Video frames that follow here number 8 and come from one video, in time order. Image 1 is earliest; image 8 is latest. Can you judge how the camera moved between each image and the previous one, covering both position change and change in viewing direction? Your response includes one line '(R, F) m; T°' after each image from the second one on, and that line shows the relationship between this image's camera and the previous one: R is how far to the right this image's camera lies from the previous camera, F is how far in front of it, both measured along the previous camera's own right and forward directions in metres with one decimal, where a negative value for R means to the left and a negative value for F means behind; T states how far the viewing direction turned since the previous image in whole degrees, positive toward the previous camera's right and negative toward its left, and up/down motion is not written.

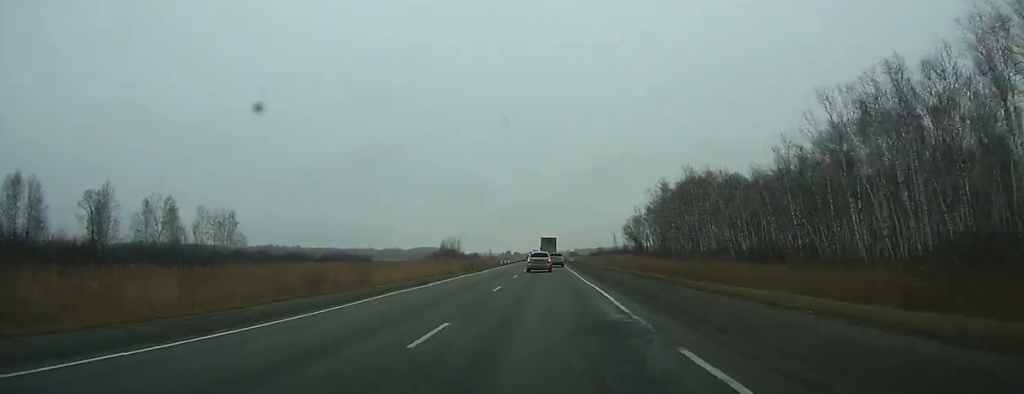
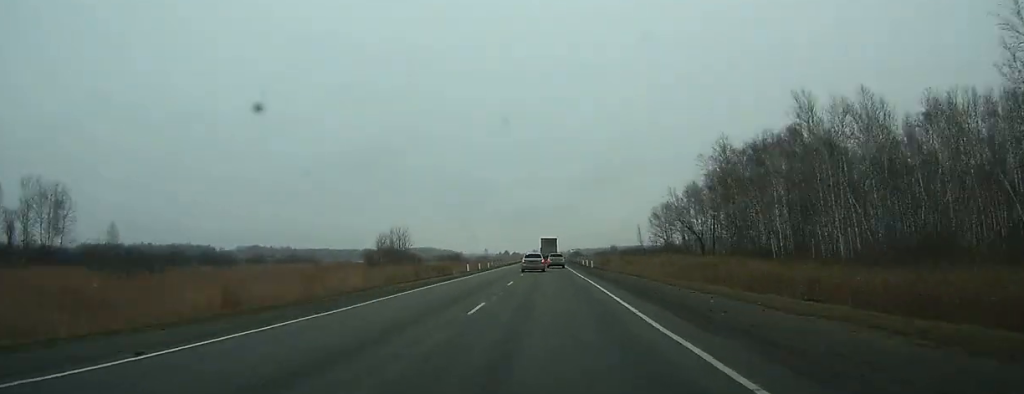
(-0.1, +44.1) m; 0°
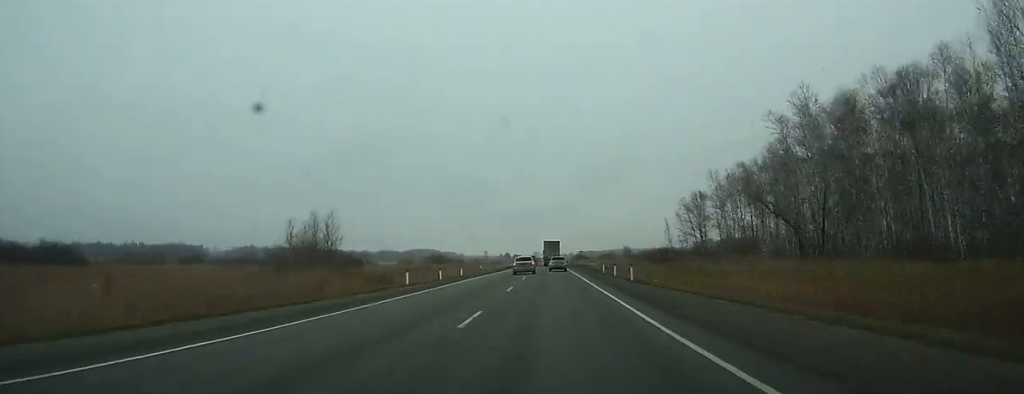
(-0.1, +26.6) m; 0°
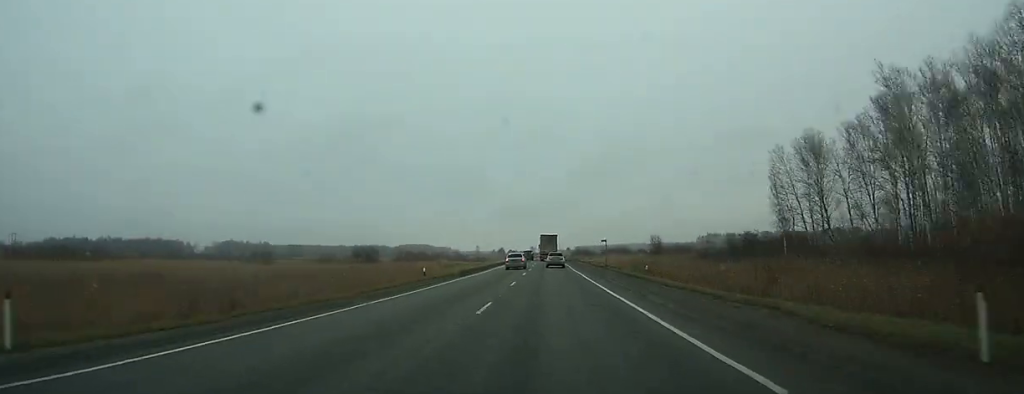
(0.0, +45.6) m; 0°
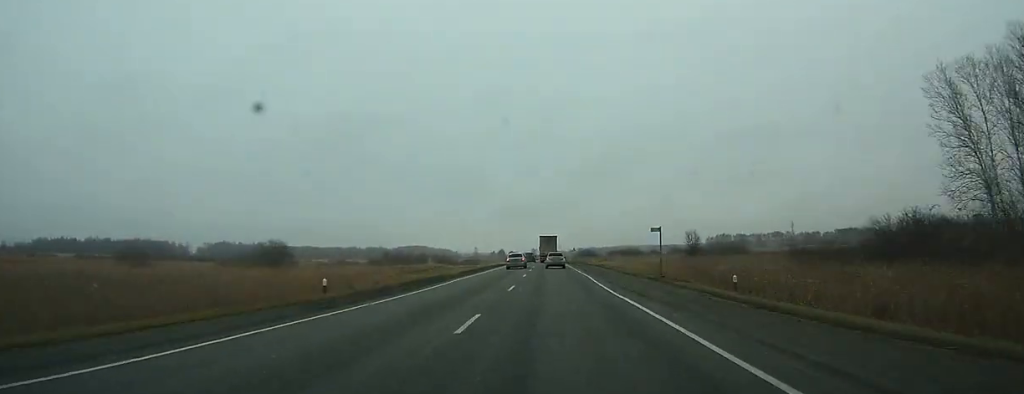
(0.0, +26.8) m; 0°
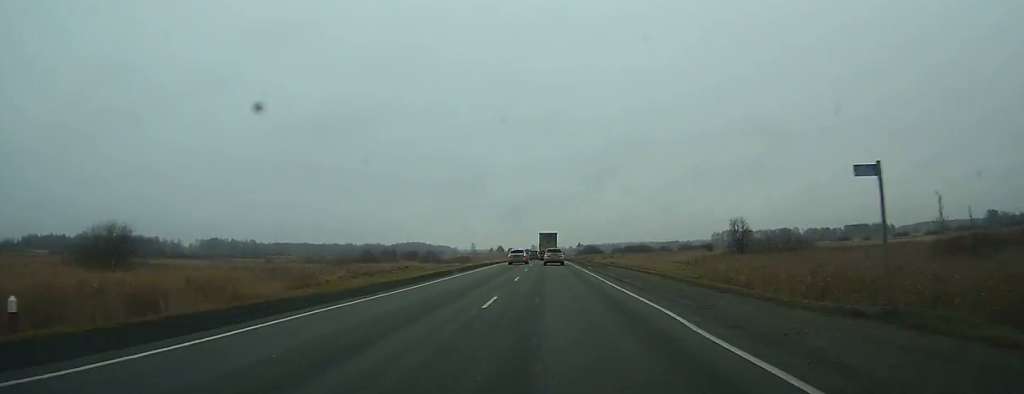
(0.0, +20.6) m; 0°
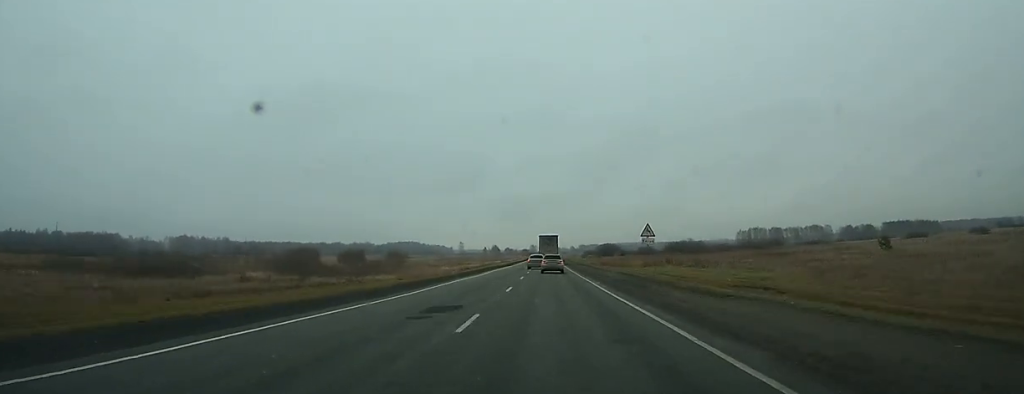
(+0.1, +74.7) m; 0°
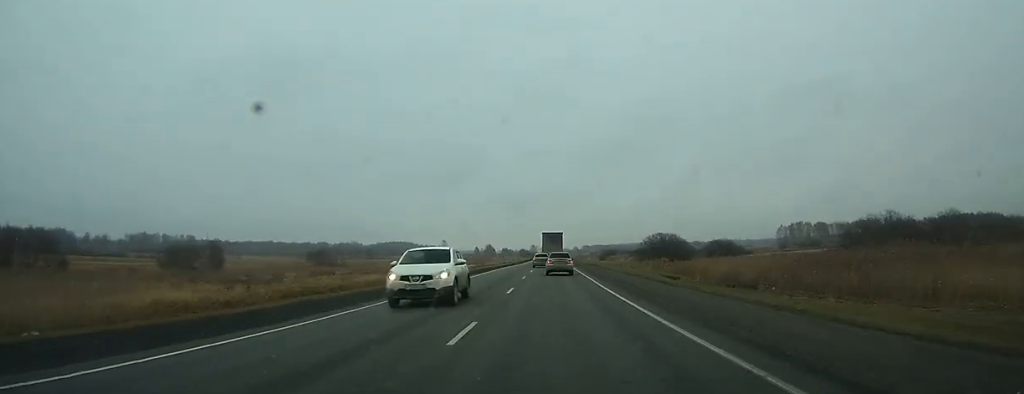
(-0.3, +86.3) m; 0°
